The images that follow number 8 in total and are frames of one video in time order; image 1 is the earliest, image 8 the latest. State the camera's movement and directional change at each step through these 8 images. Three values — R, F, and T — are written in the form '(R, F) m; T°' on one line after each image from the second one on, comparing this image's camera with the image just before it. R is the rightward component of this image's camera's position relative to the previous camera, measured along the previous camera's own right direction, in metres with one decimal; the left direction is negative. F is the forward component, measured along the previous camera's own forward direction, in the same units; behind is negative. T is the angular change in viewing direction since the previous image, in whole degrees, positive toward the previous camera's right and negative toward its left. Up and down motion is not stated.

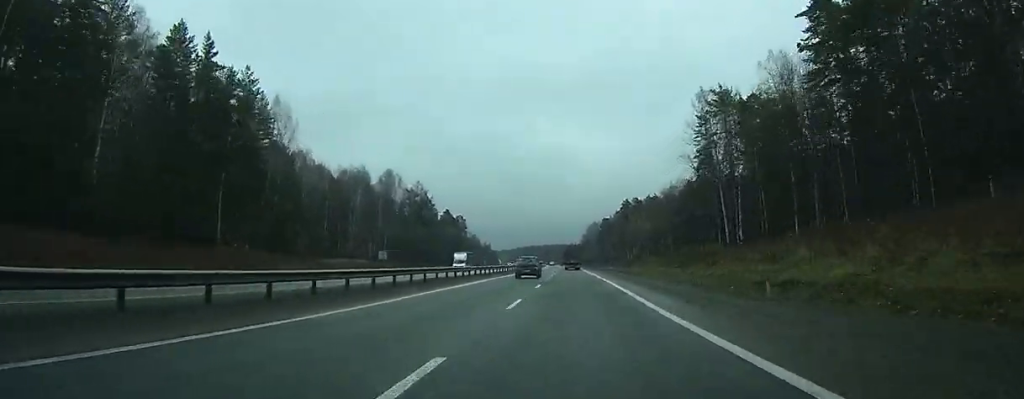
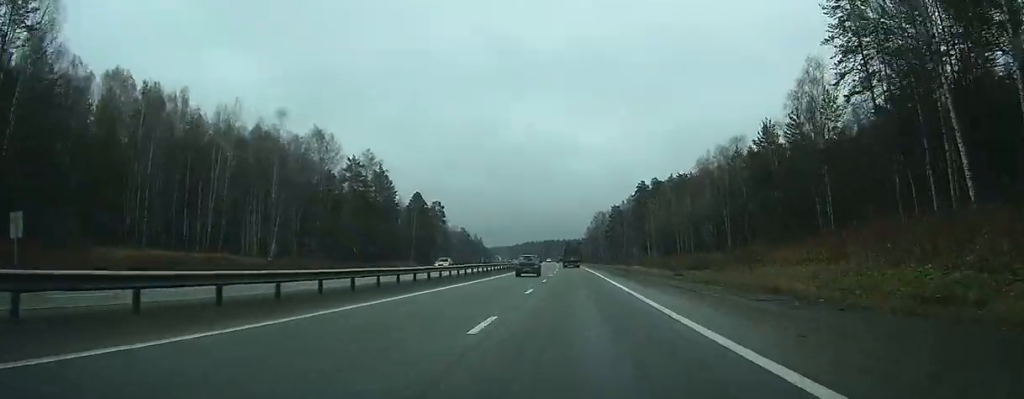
(0.0, +53.4) m; 0°
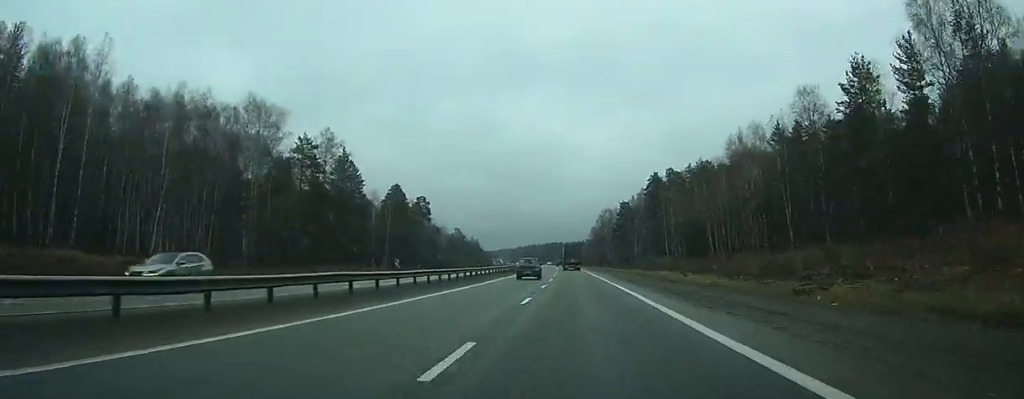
(+0.1, +27.7) m; 0°
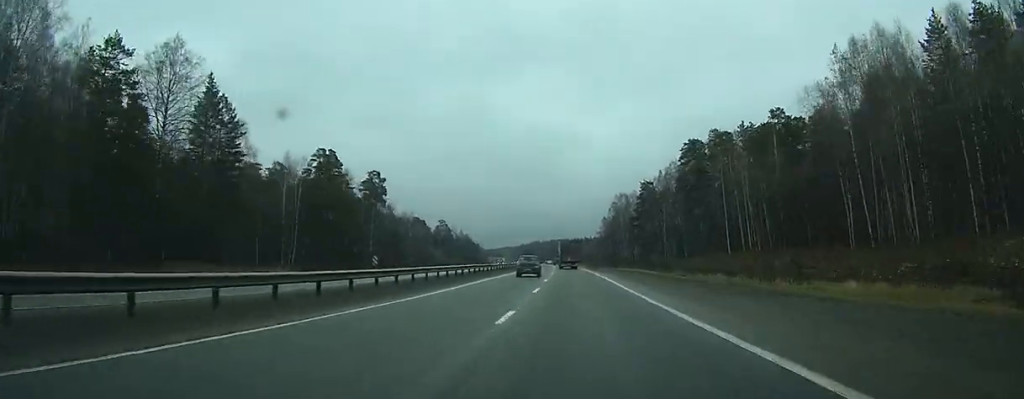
(+0.2, +53.4) m; 0°
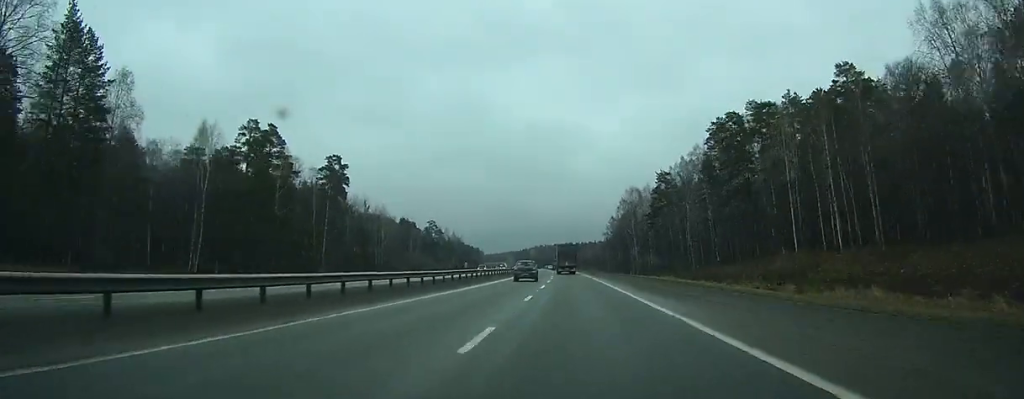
(0.0, +27.6) m; -1°
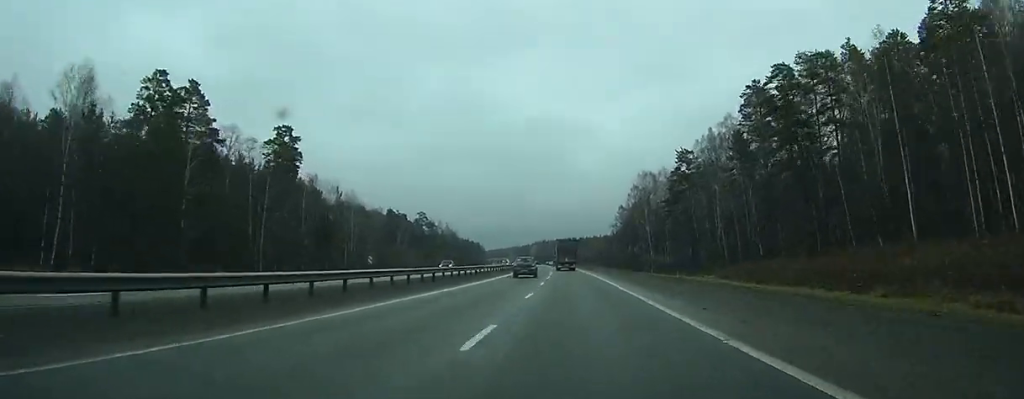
(-0.1, +23.7) m; -1°
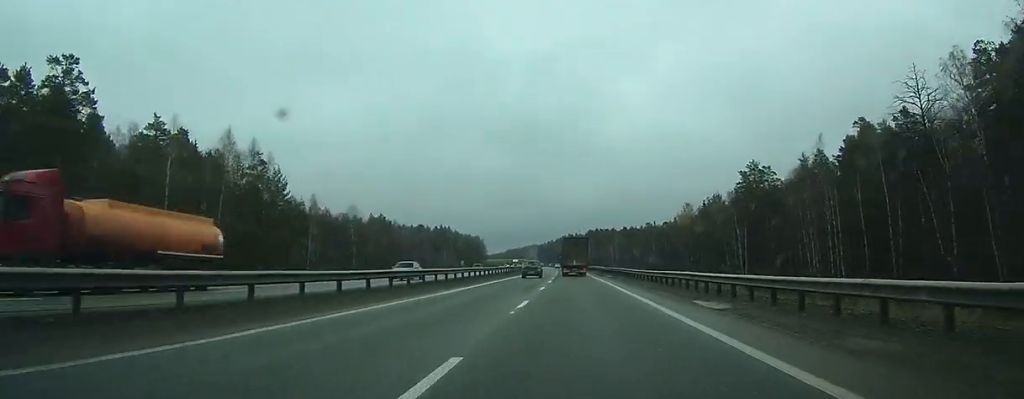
(-6.3, +185.0) m; -3°
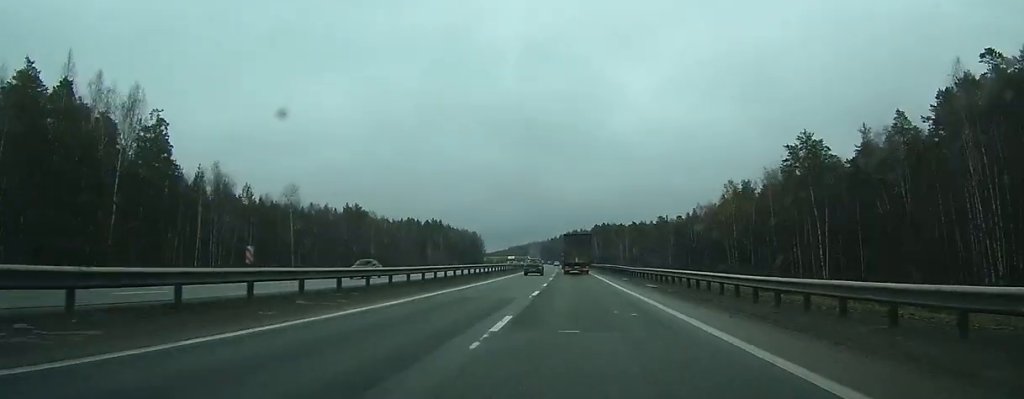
(-0.1, +30.1) m; 0°
